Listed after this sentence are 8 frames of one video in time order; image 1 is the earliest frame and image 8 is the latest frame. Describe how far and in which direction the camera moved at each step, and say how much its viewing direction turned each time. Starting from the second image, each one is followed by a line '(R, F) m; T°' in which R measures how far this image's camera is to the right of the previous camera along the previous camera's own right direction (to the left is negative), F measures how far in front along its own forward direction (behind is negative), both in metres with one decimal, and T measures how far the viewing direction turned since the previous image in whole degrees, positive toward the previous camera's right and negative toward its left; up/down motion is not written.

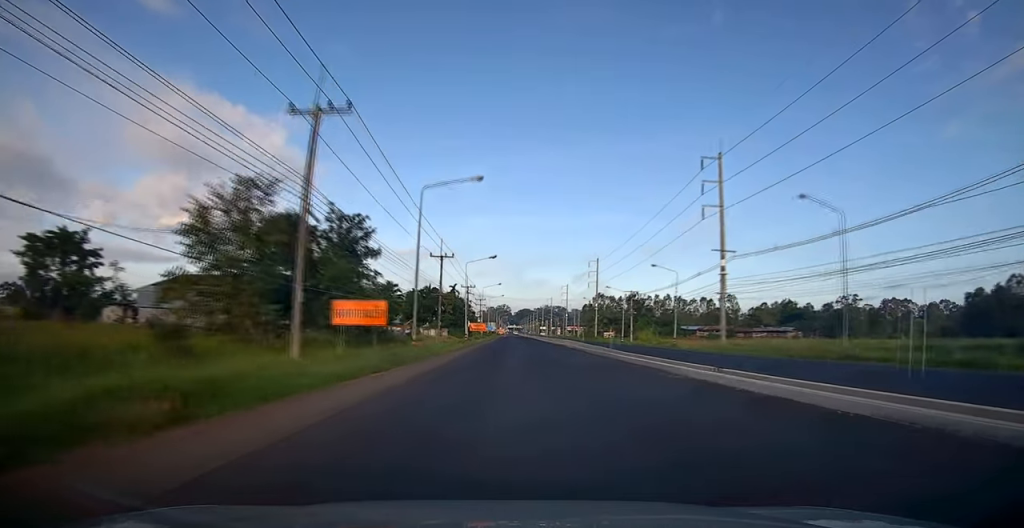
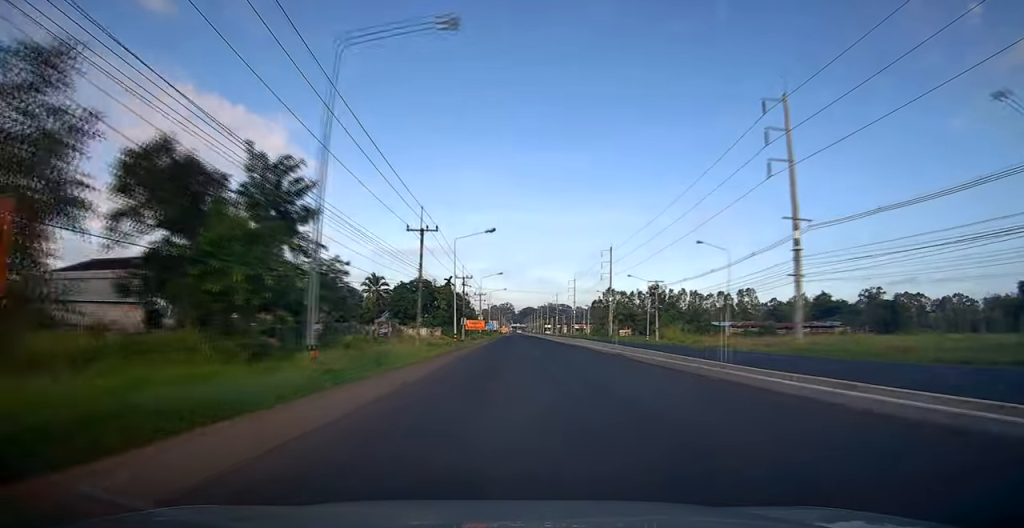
(+0.3, +15.2) m; 0°
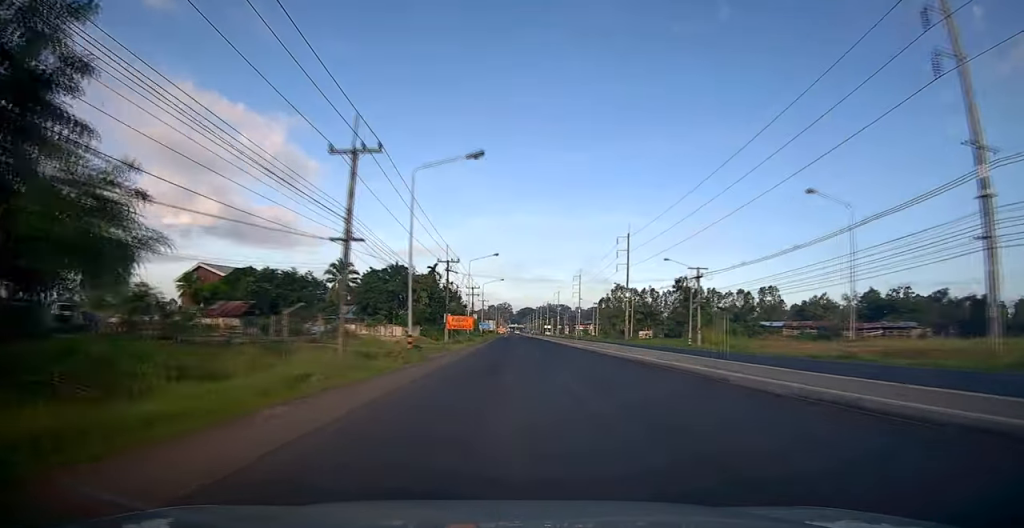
(-0.3, +19.6) m; -1°
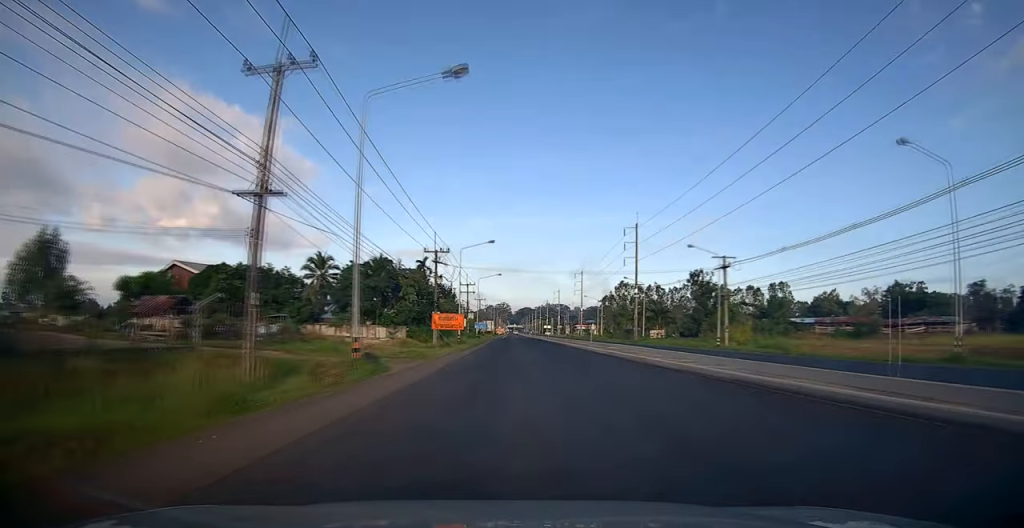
(0.0, +8.7) m; 0°
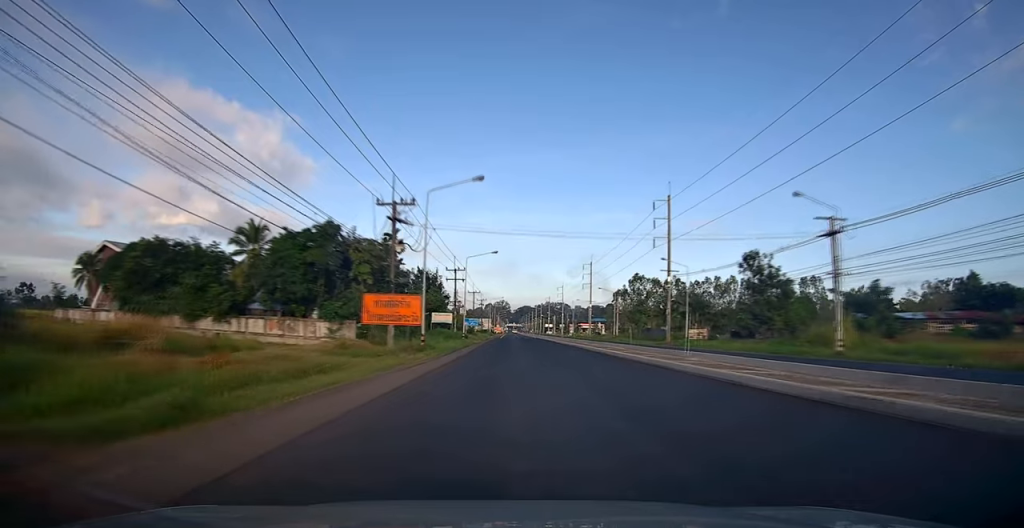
(+0.2, +20.3) m; +1°
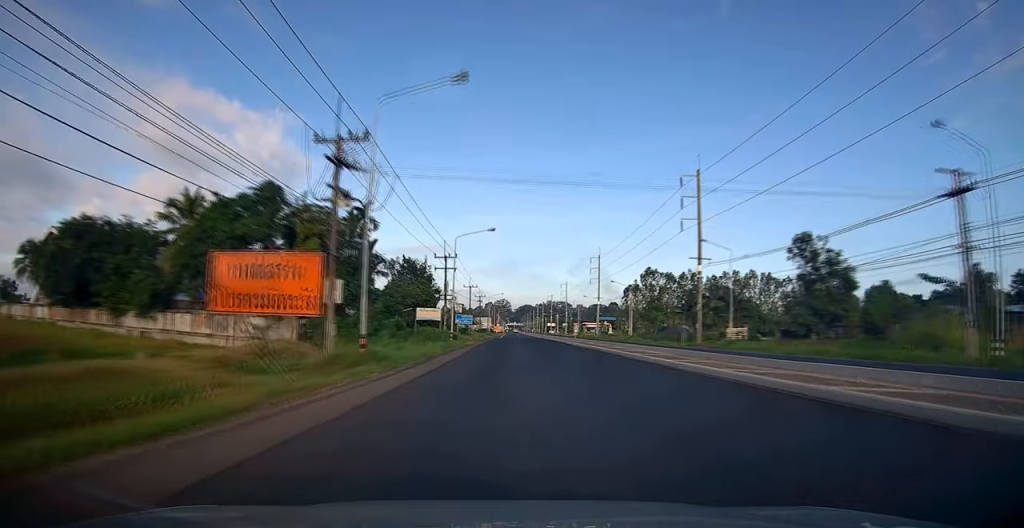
(+0.1, +12.2) m; 0°
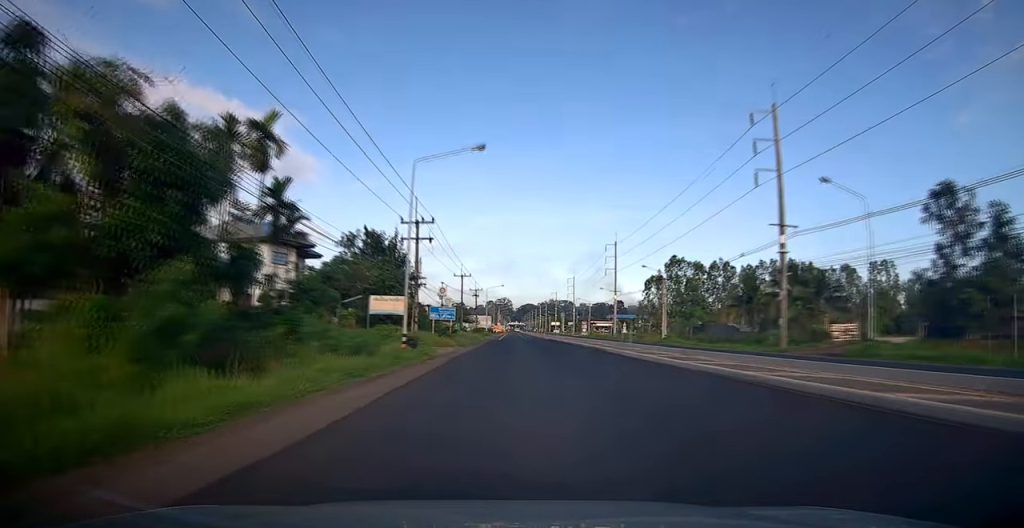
(-0.1, +20.0) m; 0°
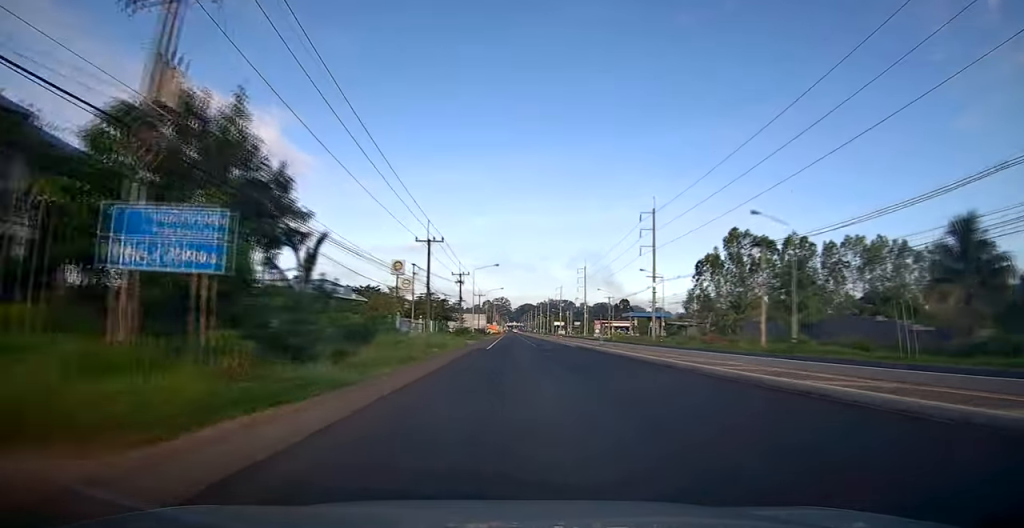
(-0.3, +32.8) m; -1°
